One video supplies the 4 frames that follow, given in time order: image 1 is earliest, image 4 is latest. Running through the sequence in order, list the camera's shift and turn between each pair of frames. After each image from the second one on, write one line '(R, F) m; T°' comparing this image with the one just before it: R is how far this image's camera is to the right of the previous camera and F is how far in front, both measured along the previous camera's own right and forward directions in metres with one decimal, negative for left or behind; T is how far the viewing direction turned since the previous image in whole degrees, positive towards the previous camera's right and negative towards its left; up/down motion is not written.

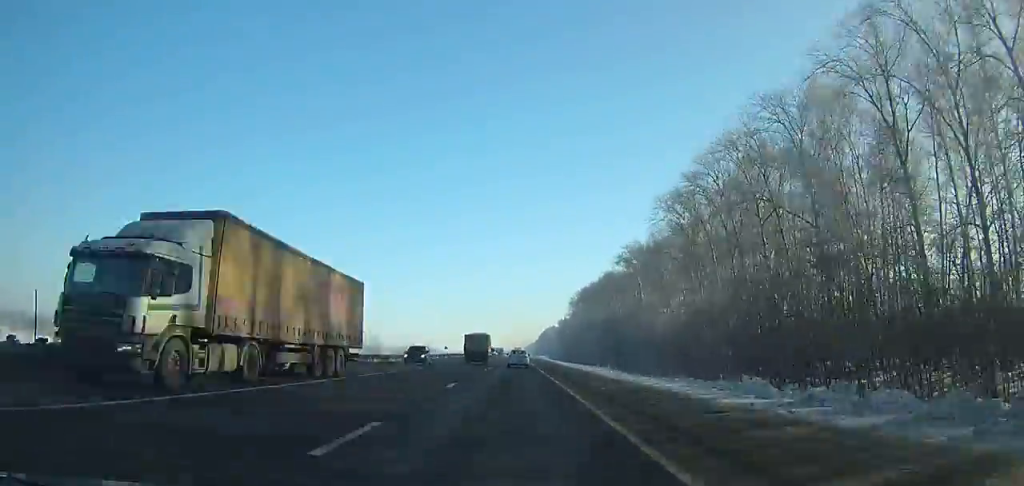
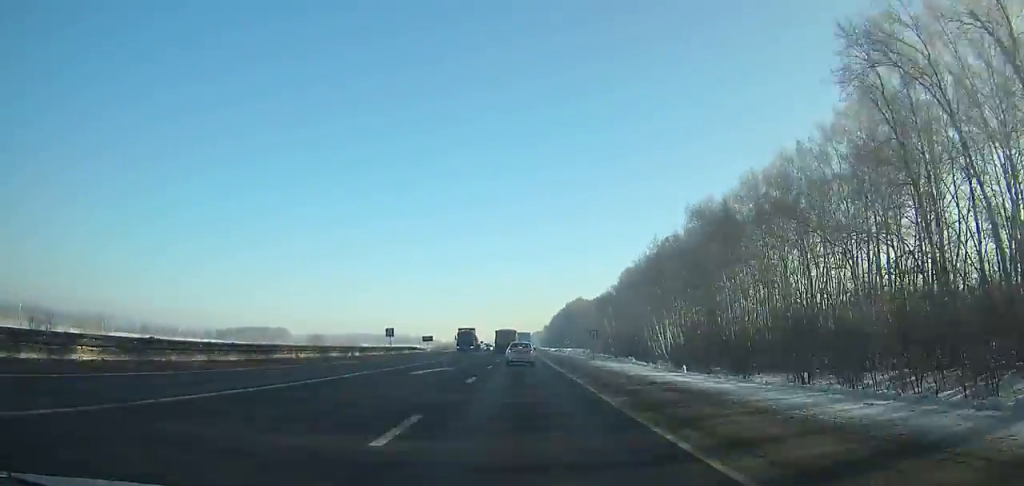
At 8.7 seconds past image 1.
(-0.5, +206.9) m; 0°
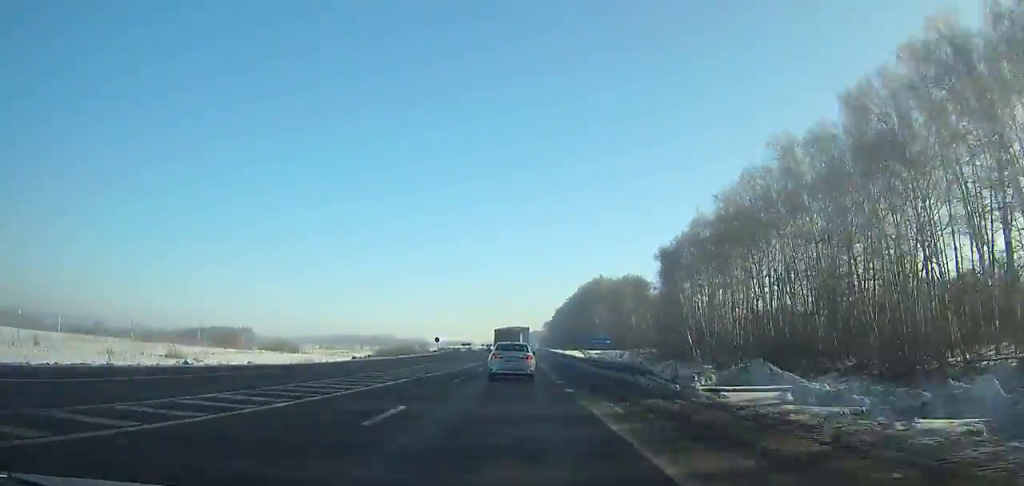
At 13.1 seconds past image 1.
(+0.1, +87.9) m; 0°
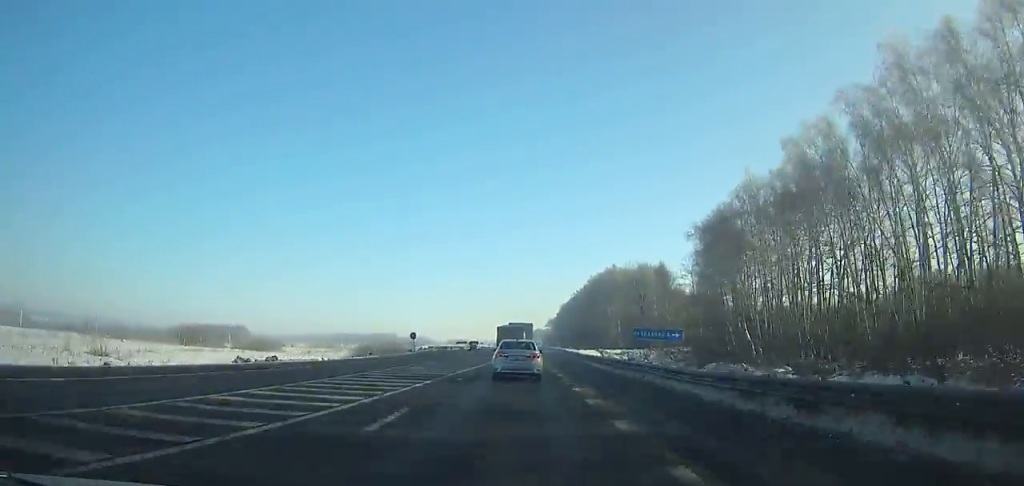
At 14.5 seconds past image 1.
(0.0, +24.0) m; 0°
